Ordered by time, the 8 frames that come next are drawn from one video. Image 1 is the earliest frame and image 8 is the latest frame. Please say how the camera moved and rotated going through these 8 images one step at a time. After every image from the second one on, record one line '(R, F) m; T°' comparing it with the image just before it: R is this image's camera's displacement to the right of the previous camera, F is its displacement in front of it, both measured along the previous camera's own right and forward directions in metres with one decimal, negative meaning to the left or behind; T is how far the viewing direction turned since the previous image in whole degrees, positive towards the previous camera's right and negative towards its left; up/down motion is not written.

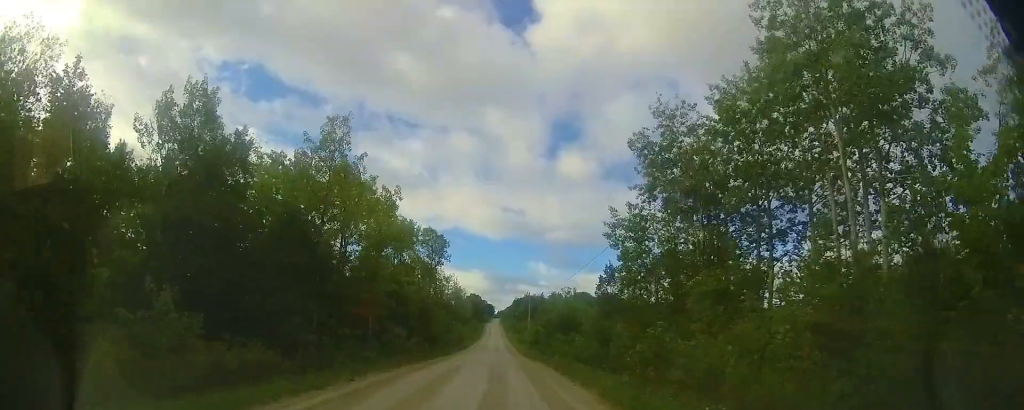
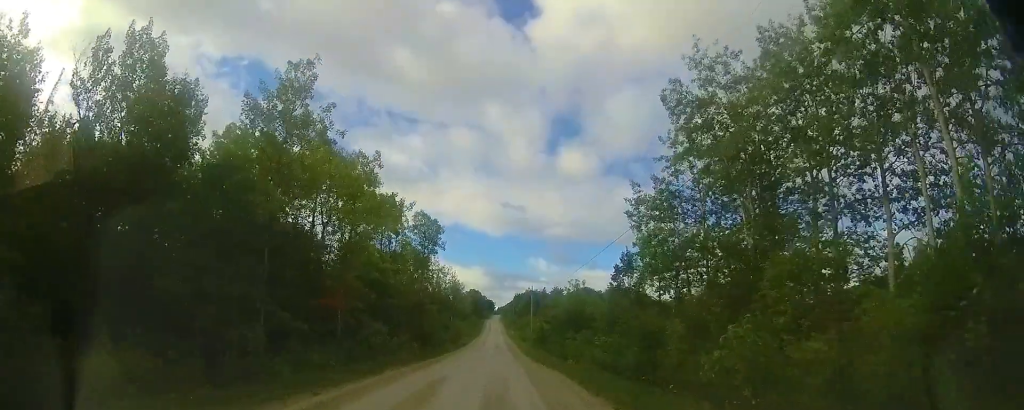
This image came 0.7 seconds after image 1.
(0.0, +6.7) m; +1°
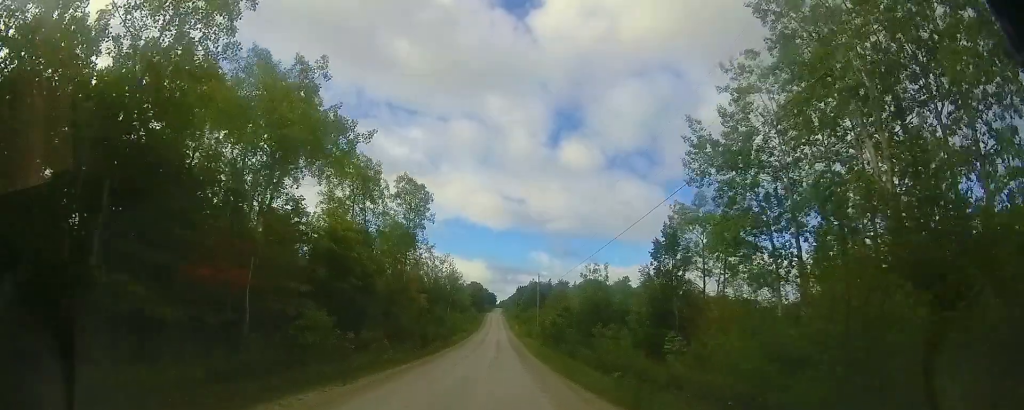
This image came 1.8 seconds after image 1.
(+0.1, +11.0) m; 0°
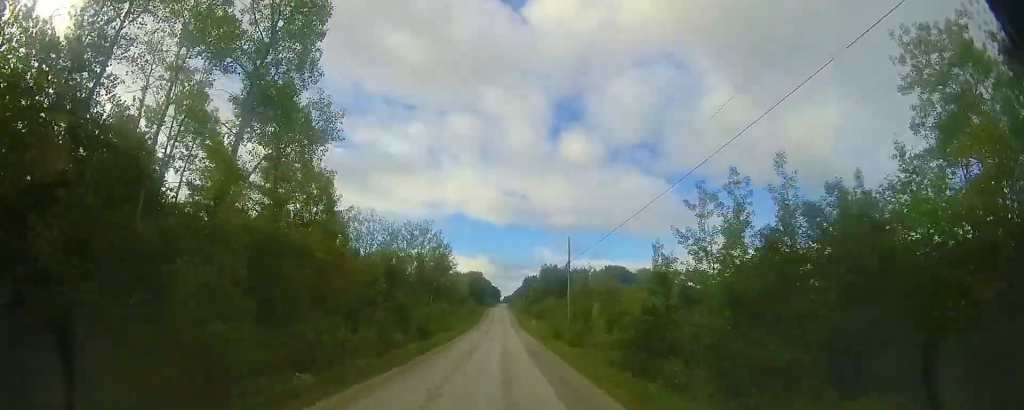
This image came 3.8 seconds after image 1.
(-0.3, +21.7) m; -2°
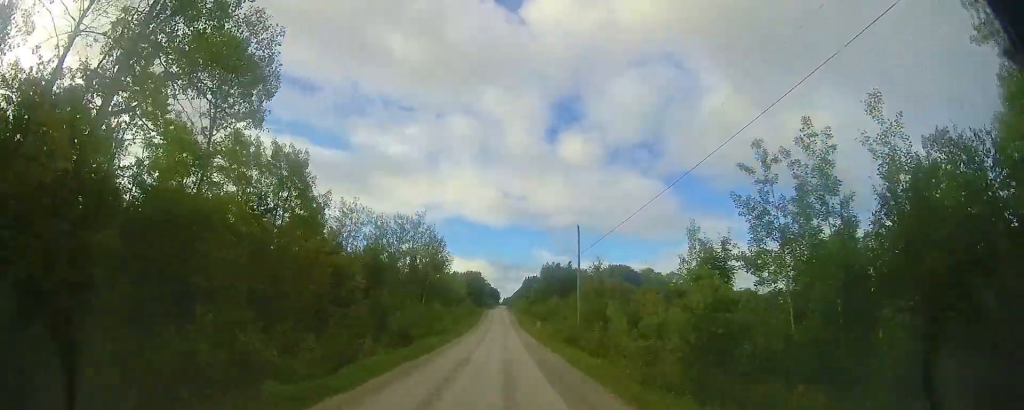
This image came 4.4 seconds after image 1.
(-0.1, +7.7) m; 0°
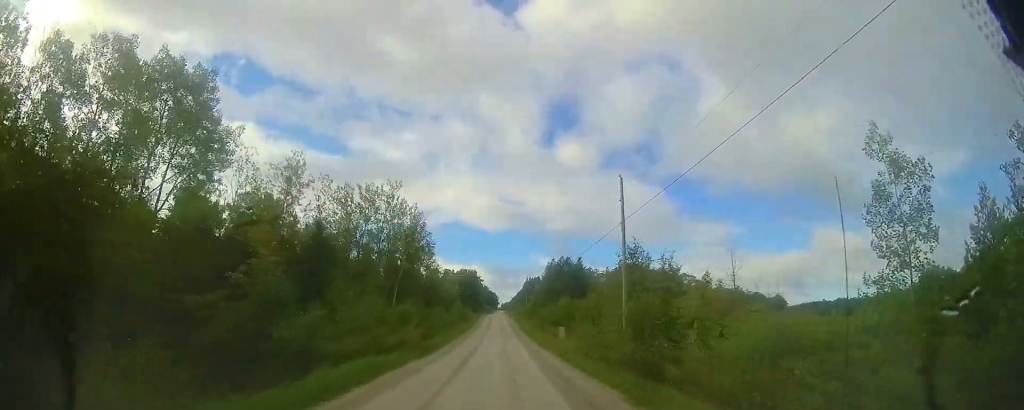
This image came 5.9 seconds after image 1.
(-0.1, +21.6) m; 0°
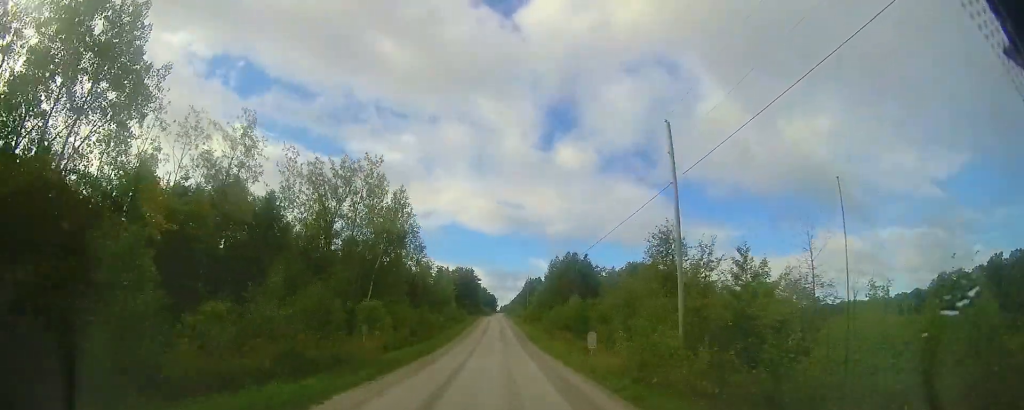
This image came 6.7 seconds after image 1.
(0.0, +10.0) m; +1°
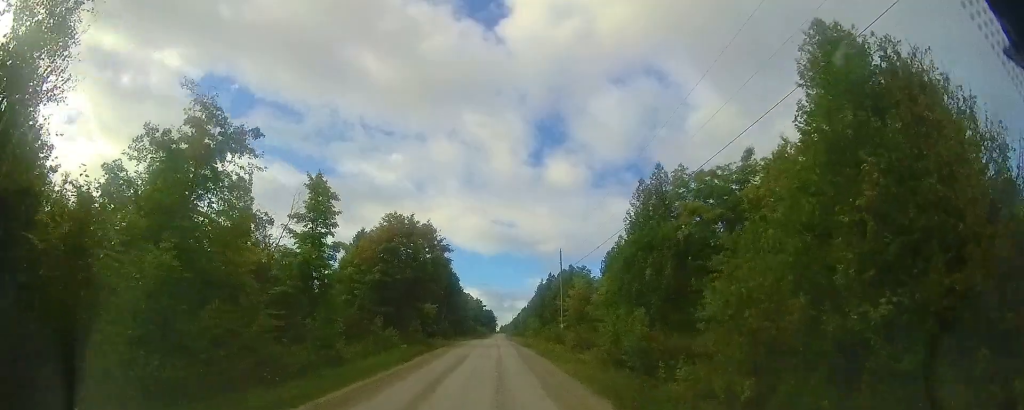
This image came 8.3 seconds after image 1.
(+0.3, +17.7) m; +2°
